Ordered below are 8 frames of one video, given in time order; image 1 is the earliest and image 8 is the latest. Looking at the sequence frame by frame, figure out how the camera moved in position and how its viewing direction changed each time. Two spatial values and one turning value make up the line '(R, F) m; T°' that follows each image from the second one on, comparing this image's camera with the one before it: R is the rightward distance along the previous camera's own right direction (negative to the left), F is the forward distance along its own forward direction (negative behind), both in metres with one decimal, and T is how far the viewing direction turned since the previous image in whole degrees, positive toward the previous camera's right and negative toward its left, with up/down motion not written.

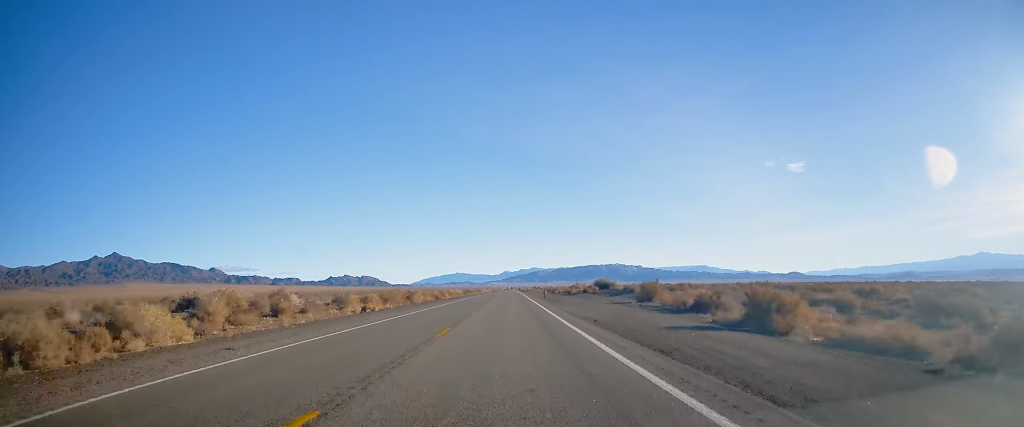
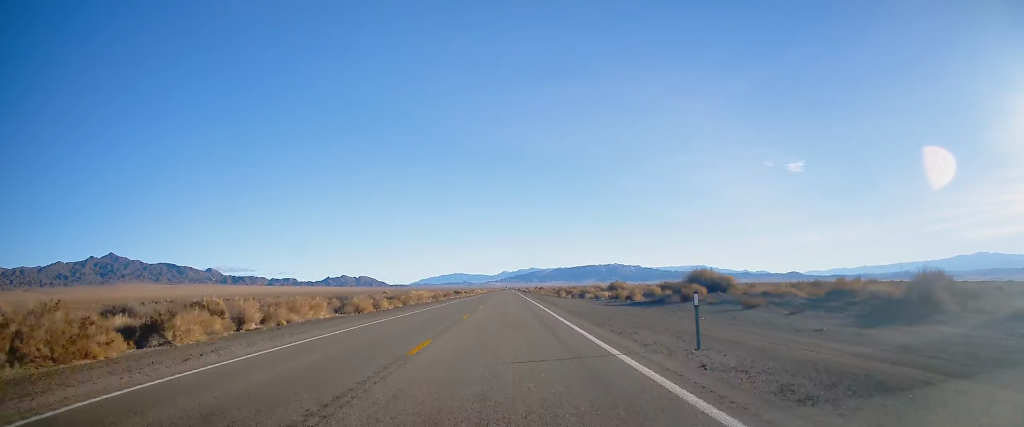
(-0.1, +51.9) m; +1°
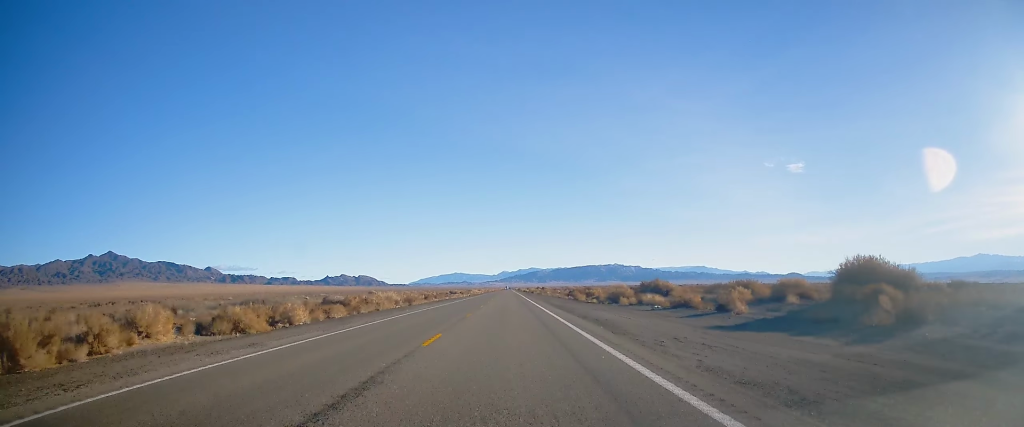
(+0.1, +22.6) m; 0°
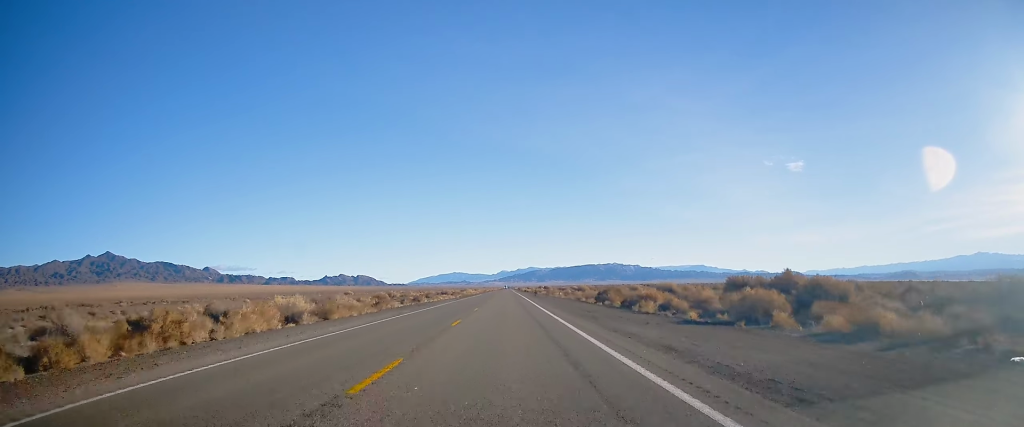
(+0.1, +29.5) m; 0°
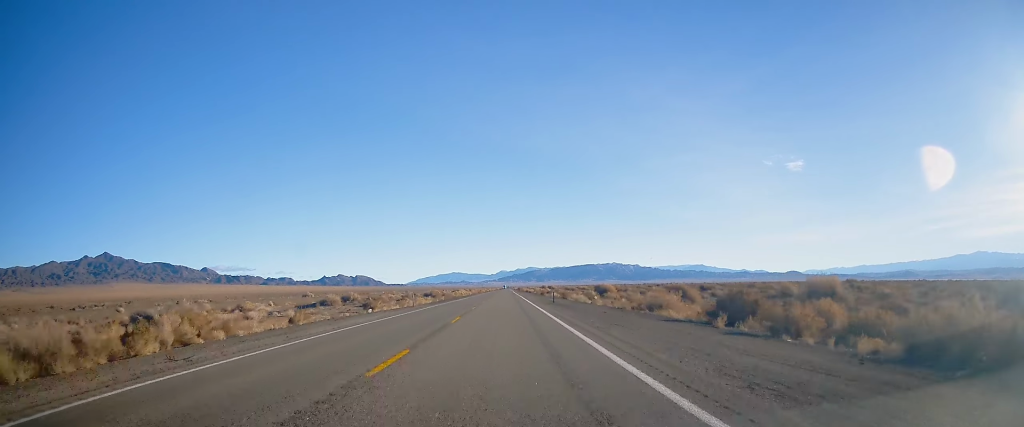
(-0.3, +35.2) m; 0°
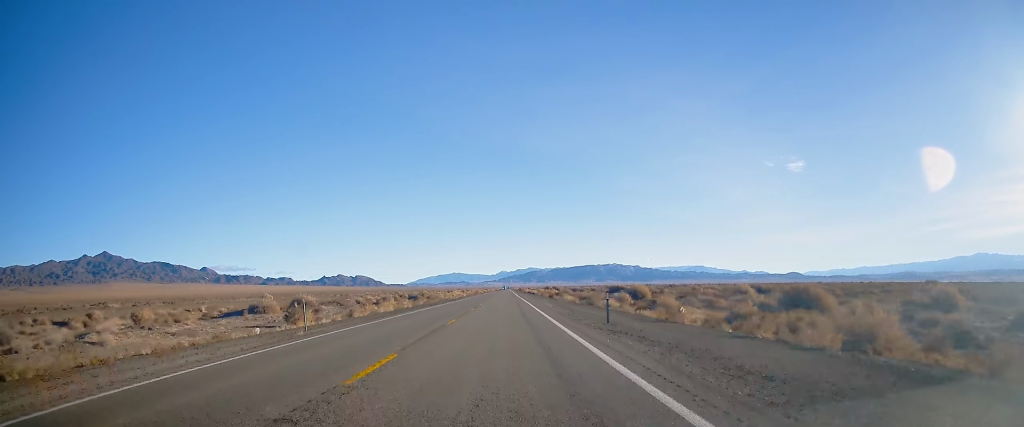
(+0.3, +25.0) m; 0°
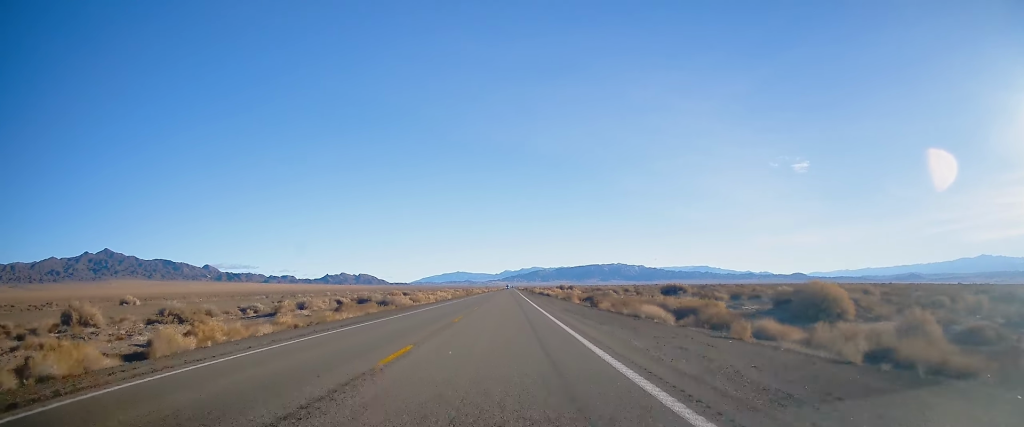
(-0.7, +46.7) m; 0°
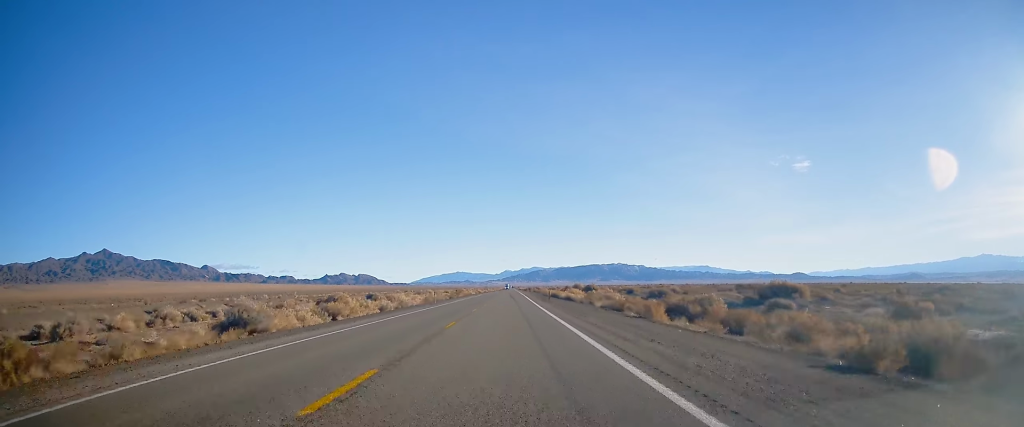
(+0.4, +40.3) m; +1°
